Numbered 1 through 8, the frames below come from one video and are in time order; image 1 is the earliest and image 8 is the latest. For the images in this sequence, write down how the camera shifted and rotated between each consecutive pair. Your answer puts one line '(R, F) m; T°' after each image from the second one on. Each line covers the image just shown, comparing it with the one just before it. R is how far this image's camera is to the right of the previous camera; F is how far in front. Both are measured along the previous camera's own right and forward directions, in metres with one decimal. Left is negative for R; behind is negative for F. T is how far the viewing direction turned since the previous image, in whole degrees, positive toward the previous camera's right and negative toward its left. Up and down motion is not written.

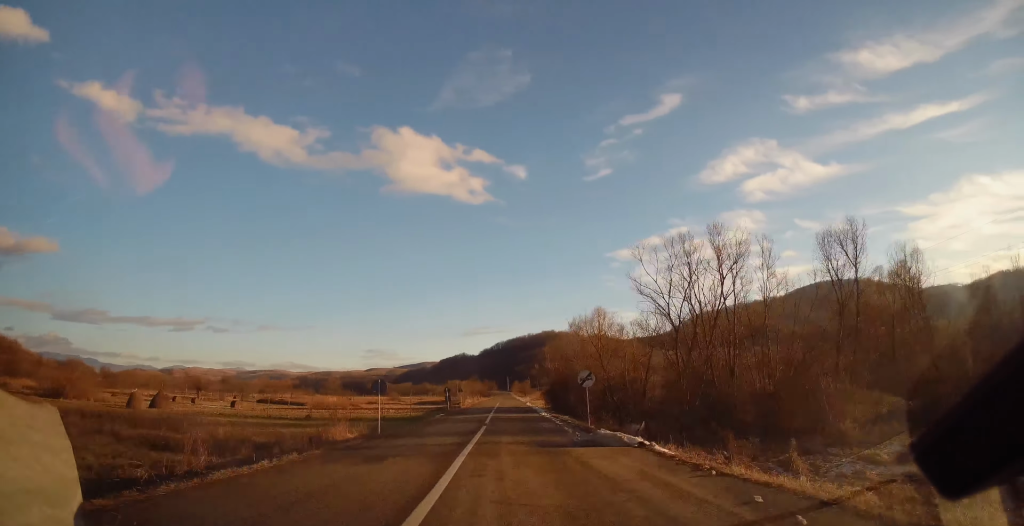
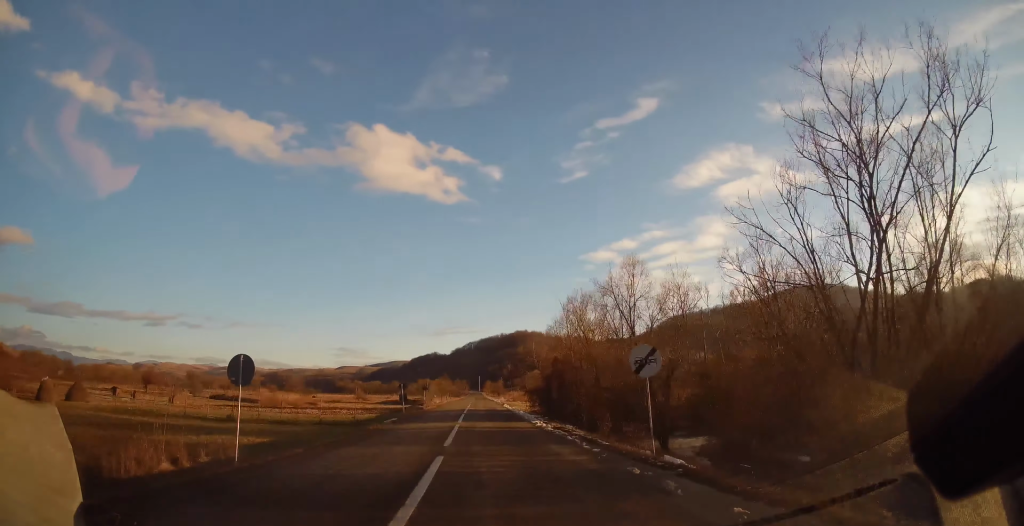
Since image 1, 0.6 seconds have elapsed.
(+0.4, +13.0) m; +2°
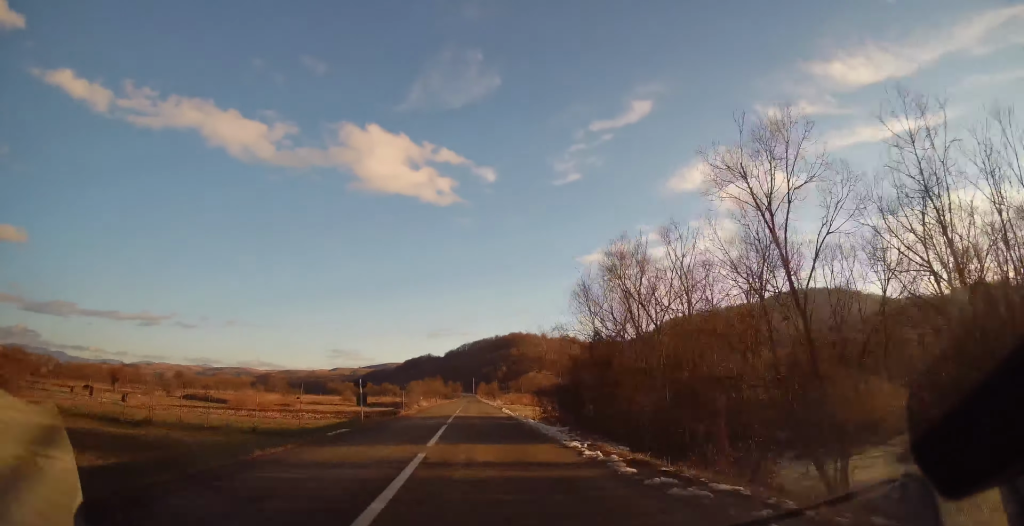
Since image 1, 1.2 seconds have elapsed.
(+0.2, +12.0) m; 0°
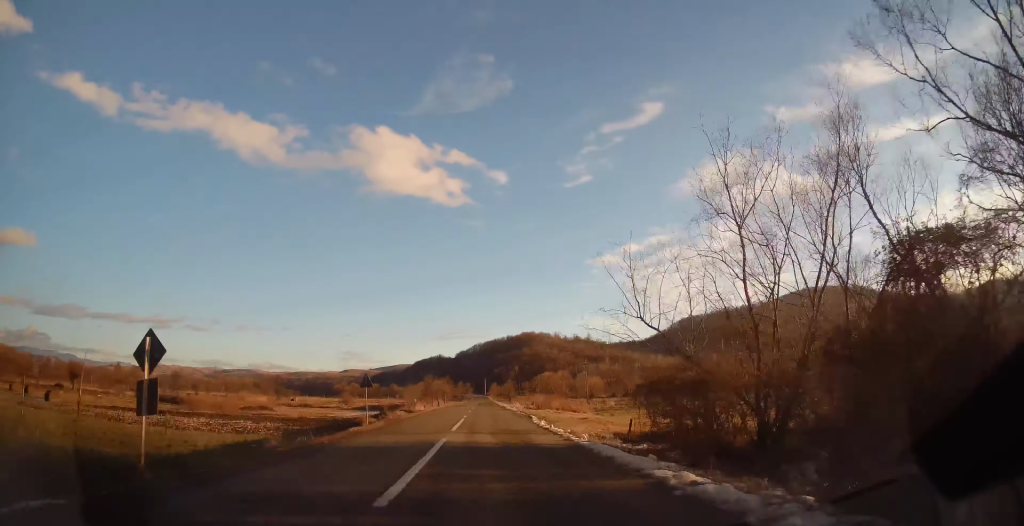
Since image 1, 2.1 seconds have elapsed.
(-0.2, +19.6) m; 0°
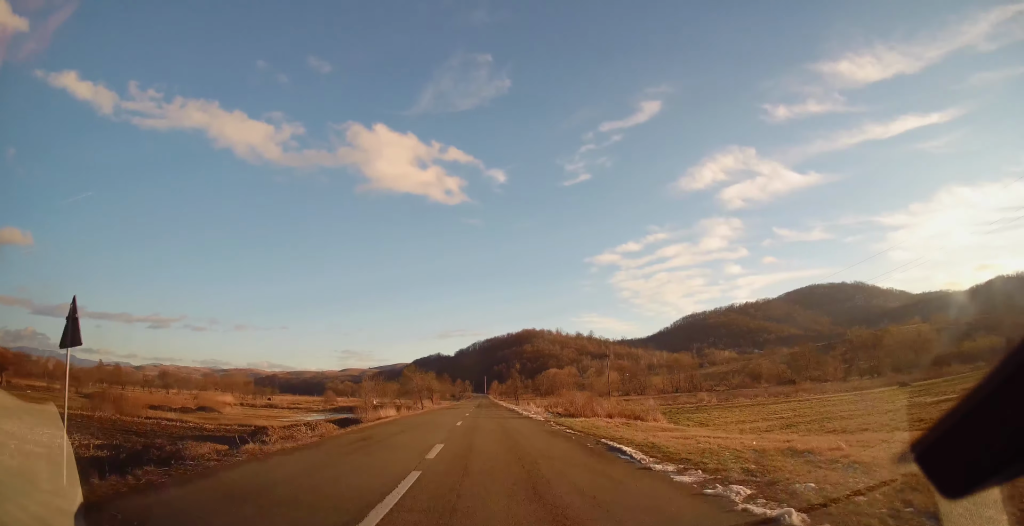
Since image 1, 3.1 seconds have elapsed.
(0.0, +21.9) m; 0°
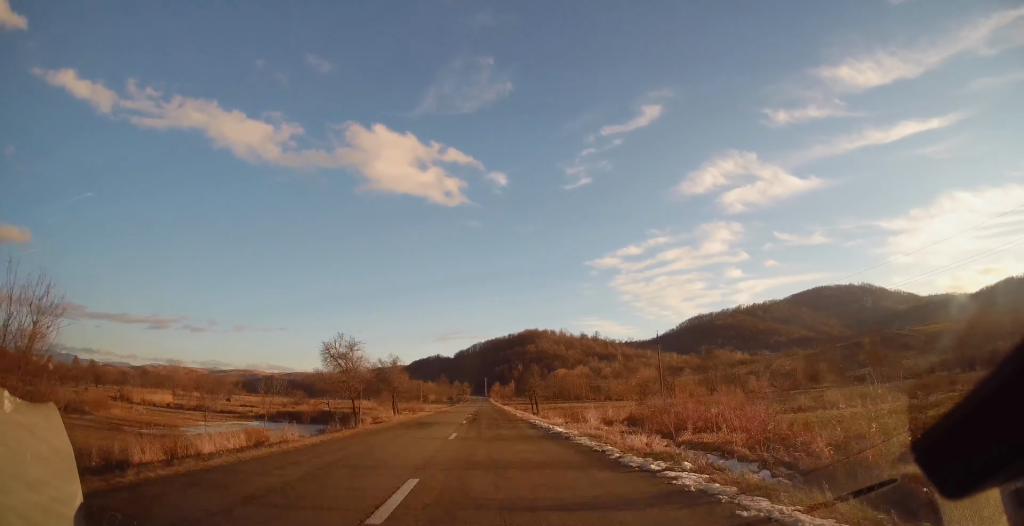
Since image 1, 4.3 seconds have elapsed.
(+0.1, +30.0) m; 0°
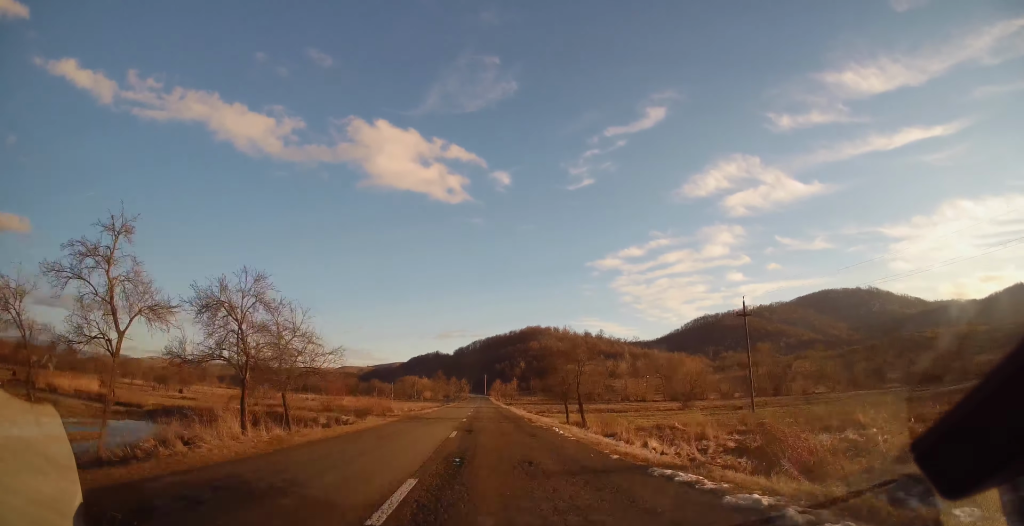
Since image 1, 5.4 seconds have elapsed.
(0.0, +25.5) m; 0°
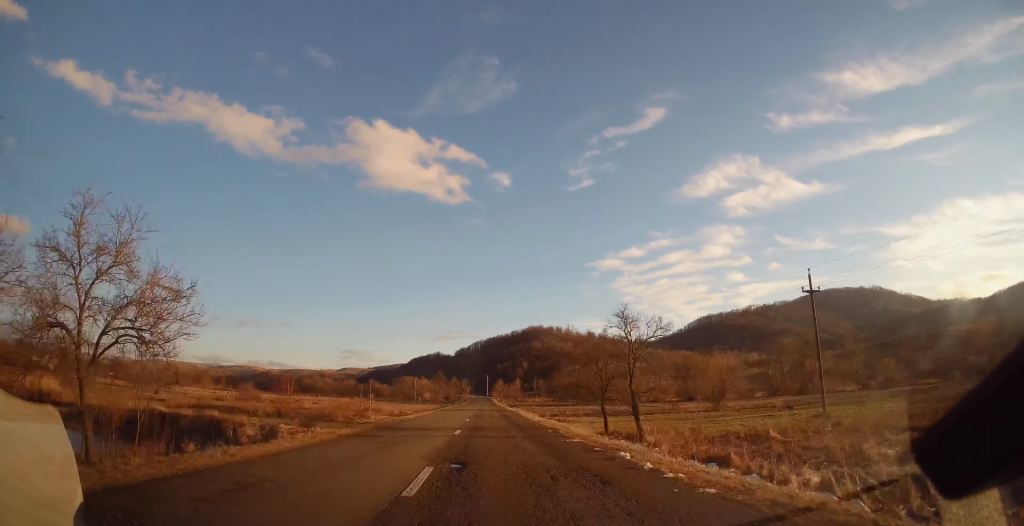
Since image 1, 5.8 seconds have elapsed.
(0.0, +11.0) m; 0°
